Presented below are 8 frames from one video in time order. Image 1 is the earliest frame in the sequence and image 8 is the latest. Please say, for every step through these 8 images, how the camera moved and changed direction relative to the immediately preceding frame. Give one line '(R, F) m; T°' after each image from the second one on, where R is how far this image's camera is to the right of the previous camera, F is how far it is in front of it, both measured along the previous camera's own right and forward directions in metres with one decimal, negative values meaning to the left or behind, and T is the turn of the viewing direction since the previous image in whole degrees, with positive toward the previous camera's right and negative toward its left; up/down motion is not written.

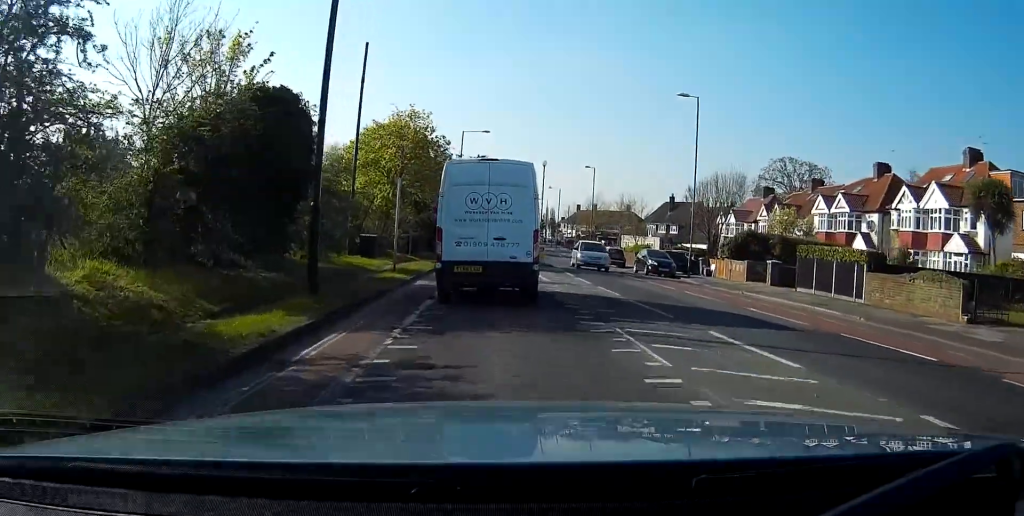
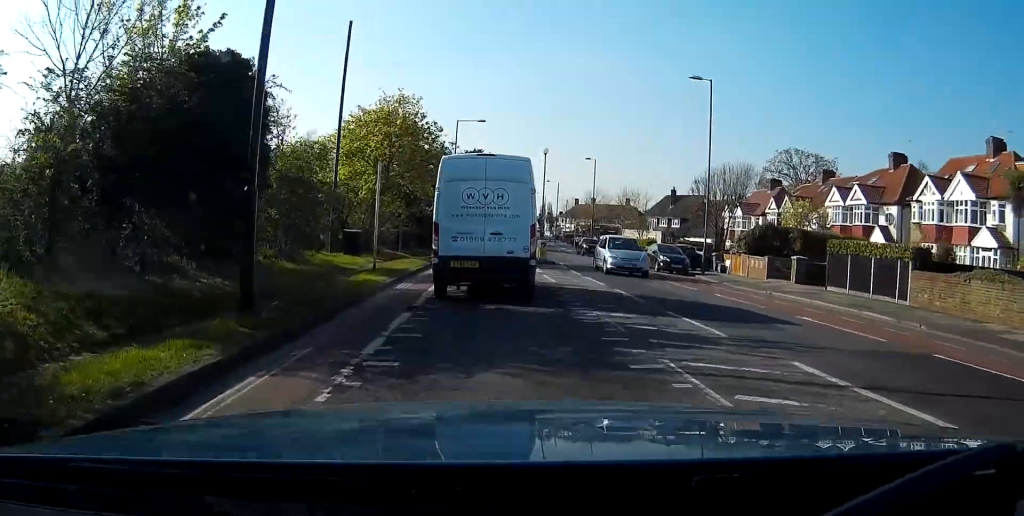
(+0.1, +3.4) m; 0°
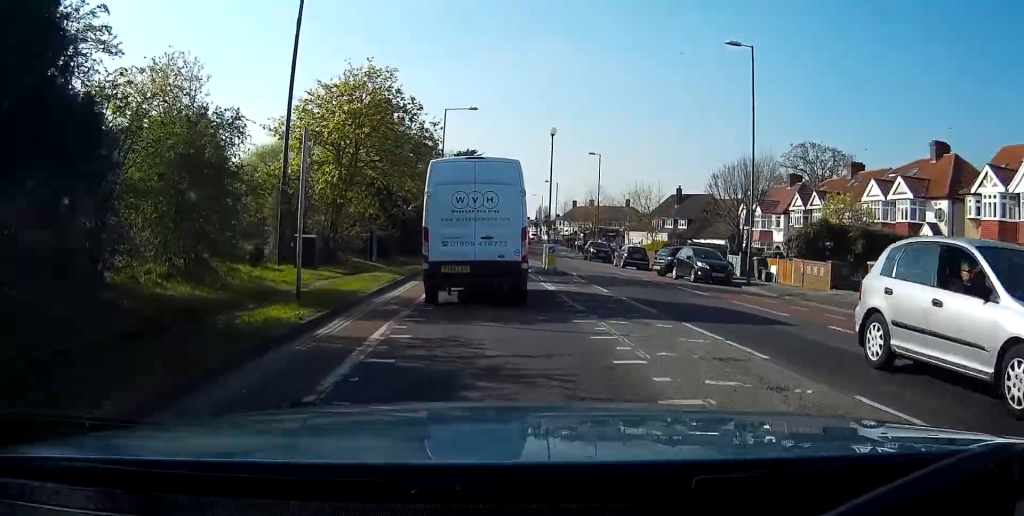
(-0.1, +7.4) m; -1°
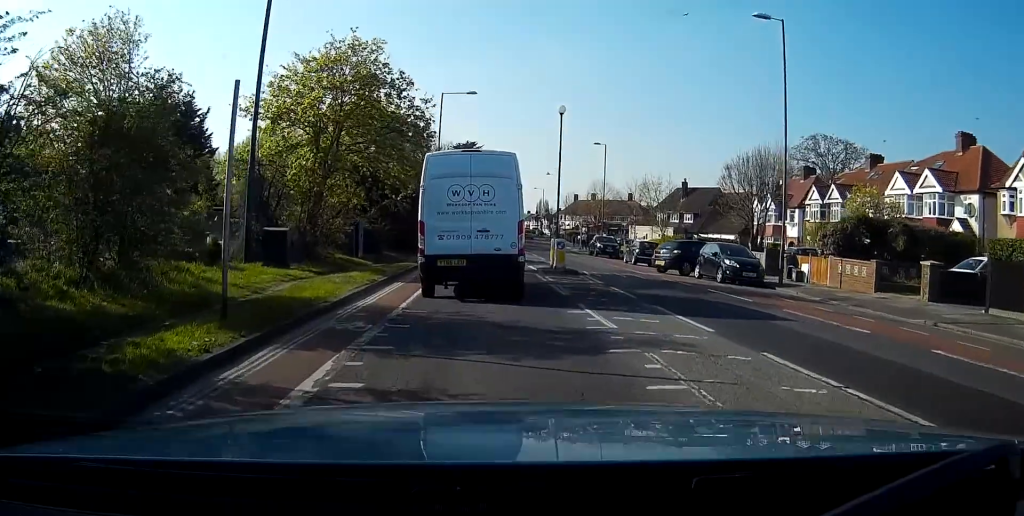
(0.0, +3.5) m; 0°
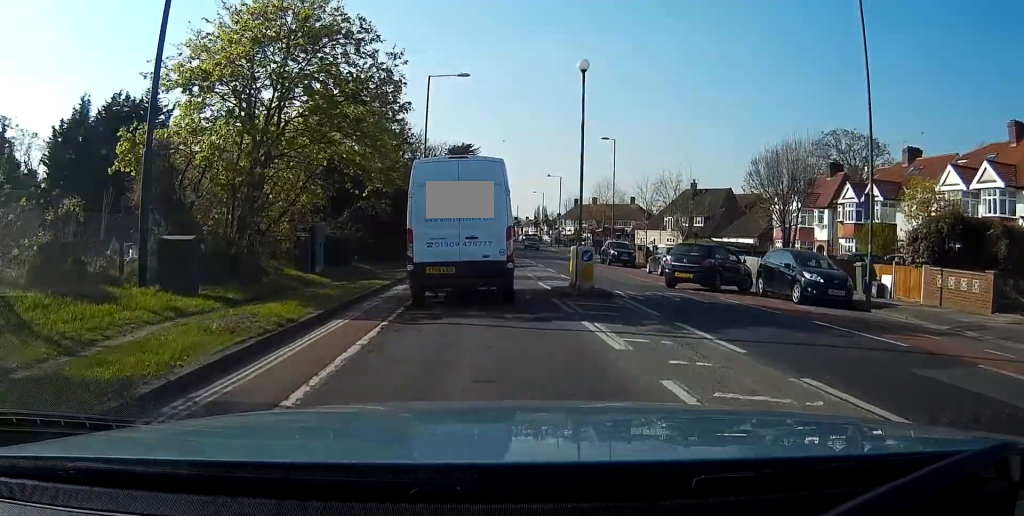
(-0.1, +7.0) m; 0°
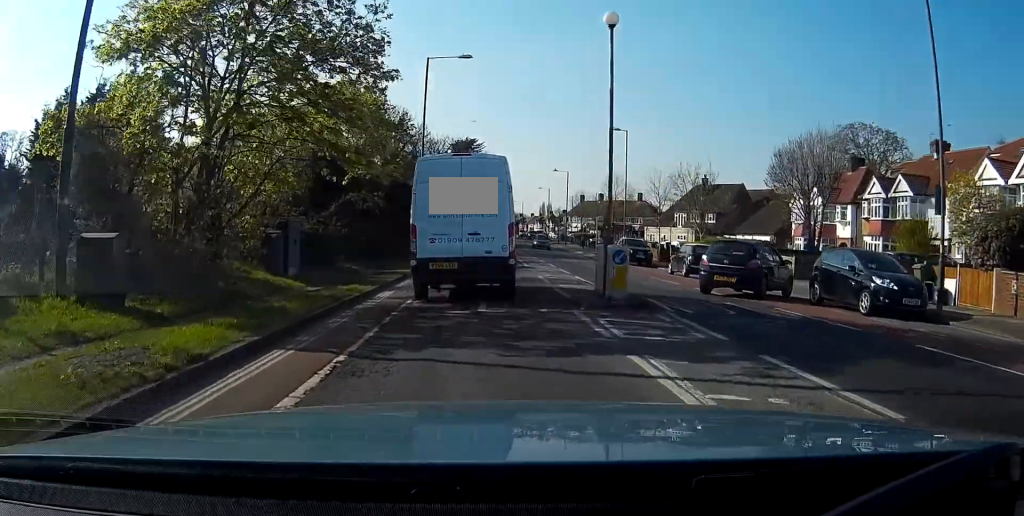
(0.0, +3.7) m; +1°
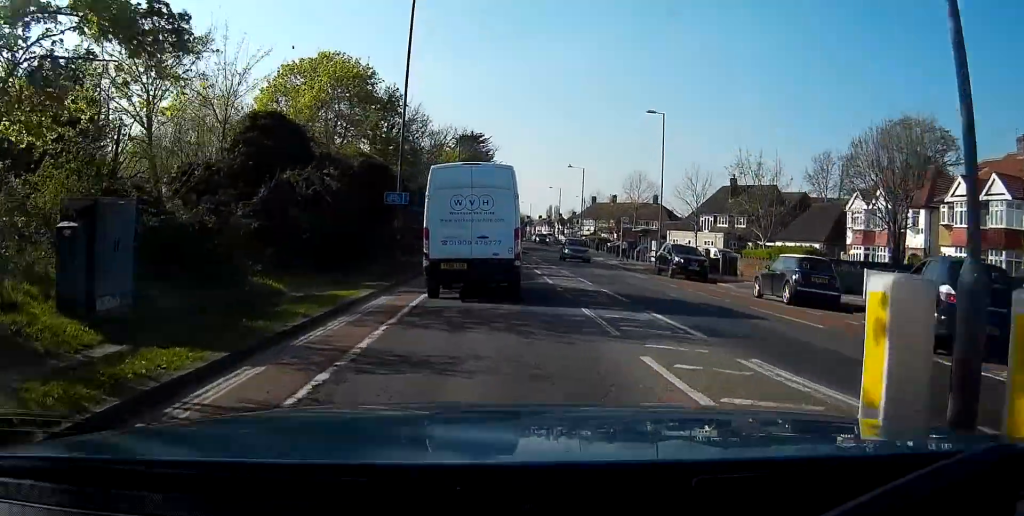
(+0.1, +10.4) m; +1°
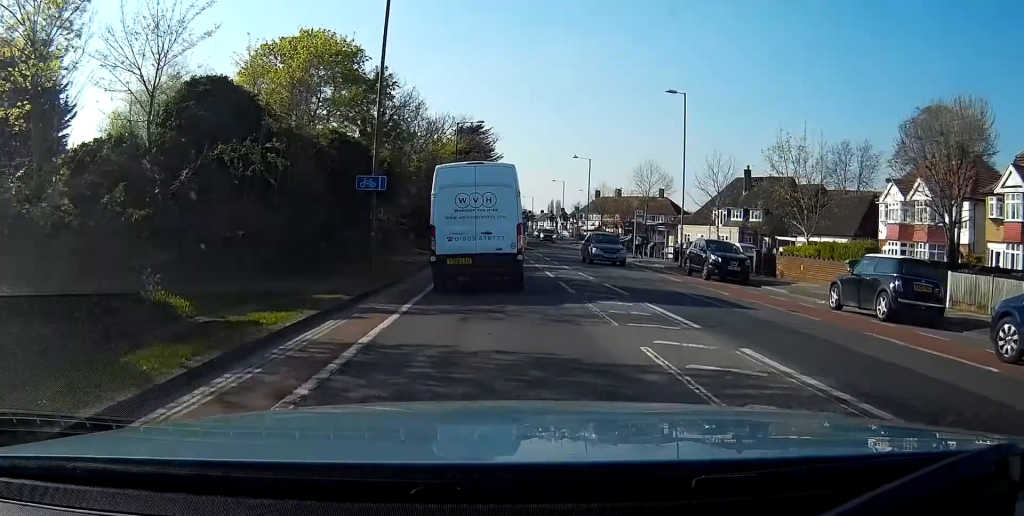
(+0.1, +5.5) m; -1°
